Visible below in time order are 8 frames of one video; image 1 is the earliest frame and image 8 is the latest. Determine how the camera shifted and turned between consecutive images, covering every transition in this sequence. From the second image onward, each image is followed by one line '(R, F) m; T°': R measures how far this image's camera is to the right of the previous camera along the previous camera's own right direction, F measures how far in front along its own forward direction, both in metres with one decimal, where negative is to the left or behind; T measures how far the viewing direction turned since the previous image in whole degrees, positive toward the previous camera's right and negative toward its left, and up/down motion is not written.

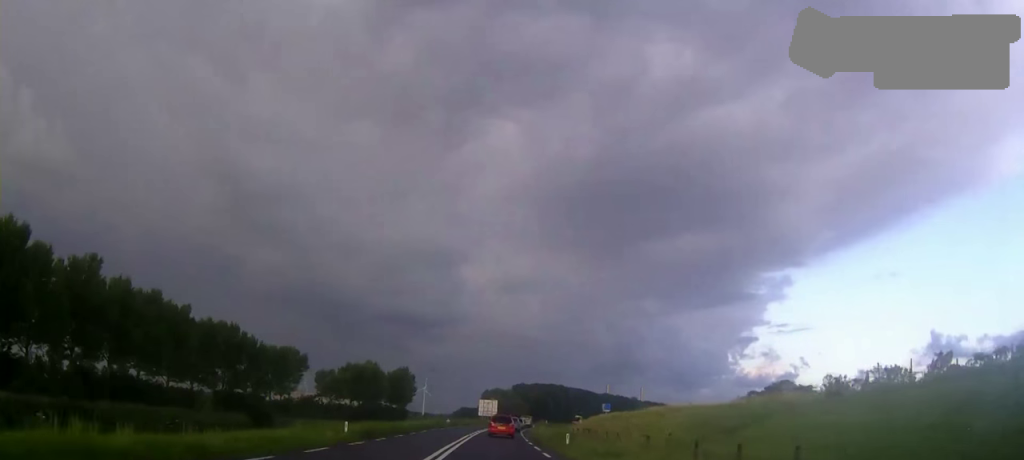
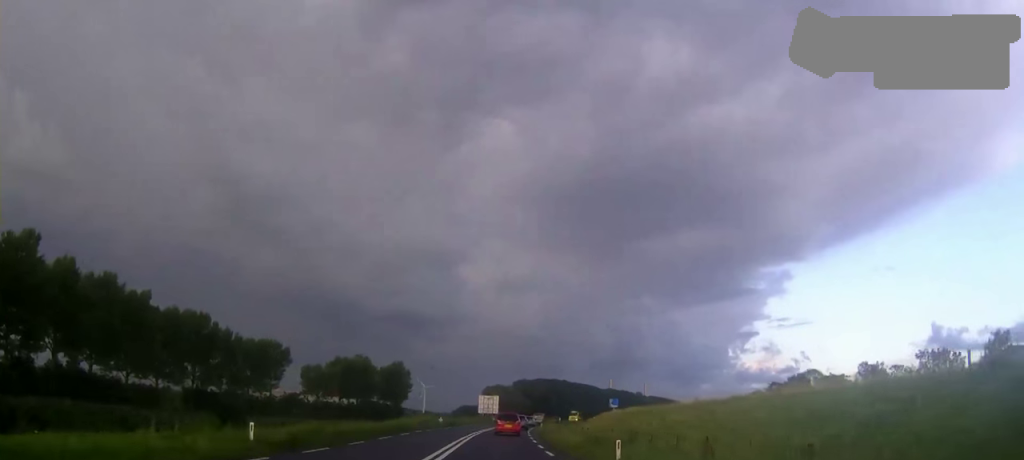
(-0.1, +12.5) m; 0°
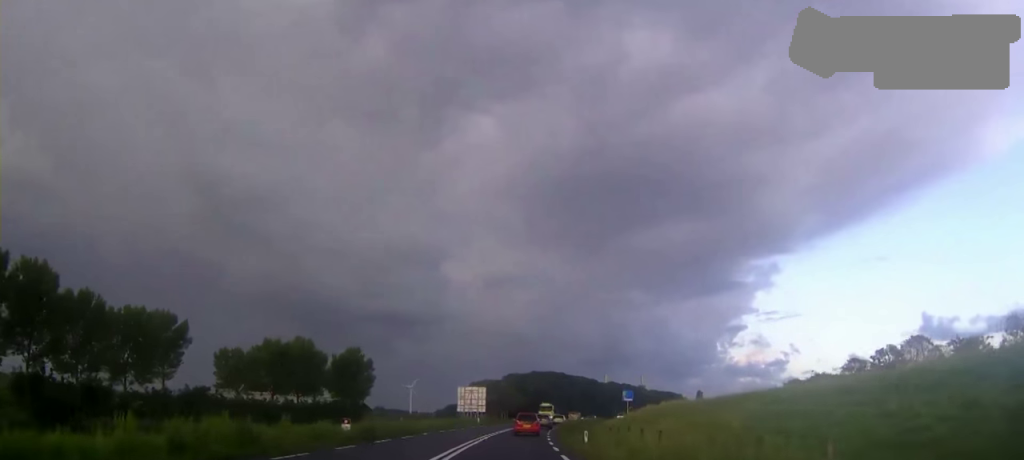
(+0.1, +40.1) m; +1°
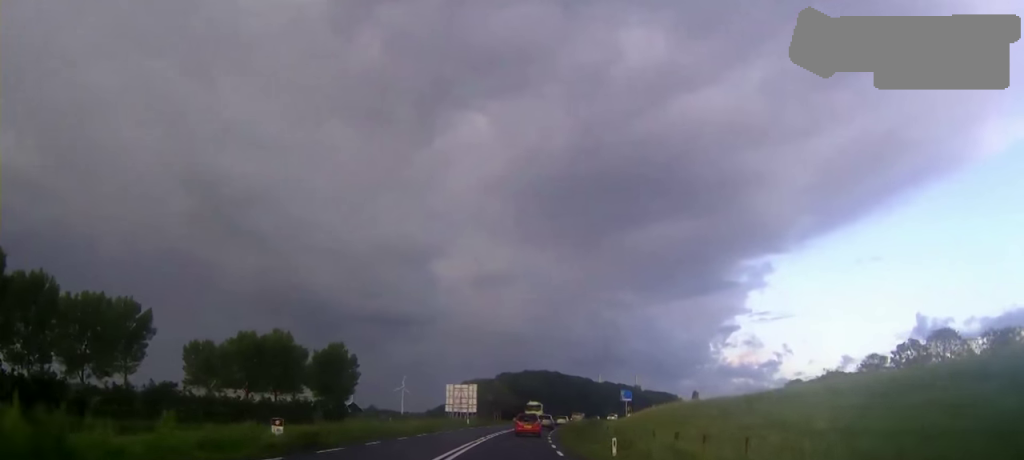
(0.0, +8.4) m; 0°
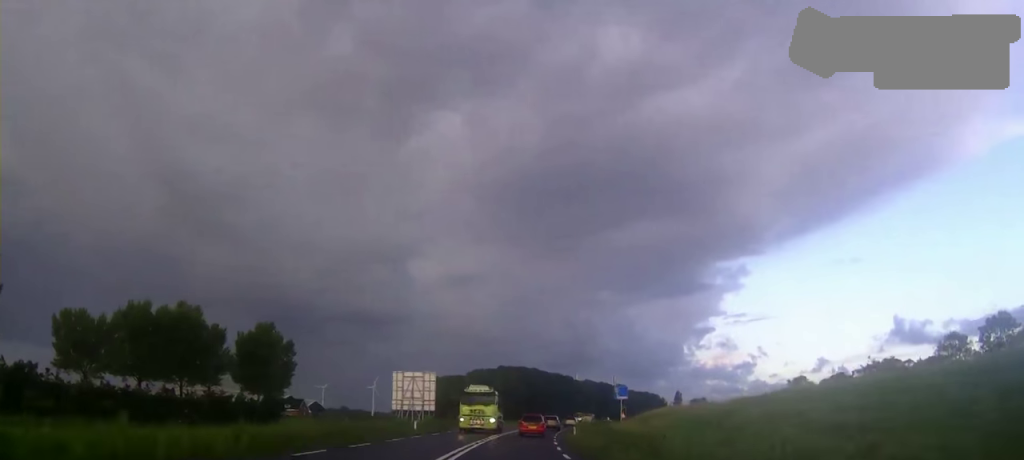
(+0.4, +26.1) m; +2°
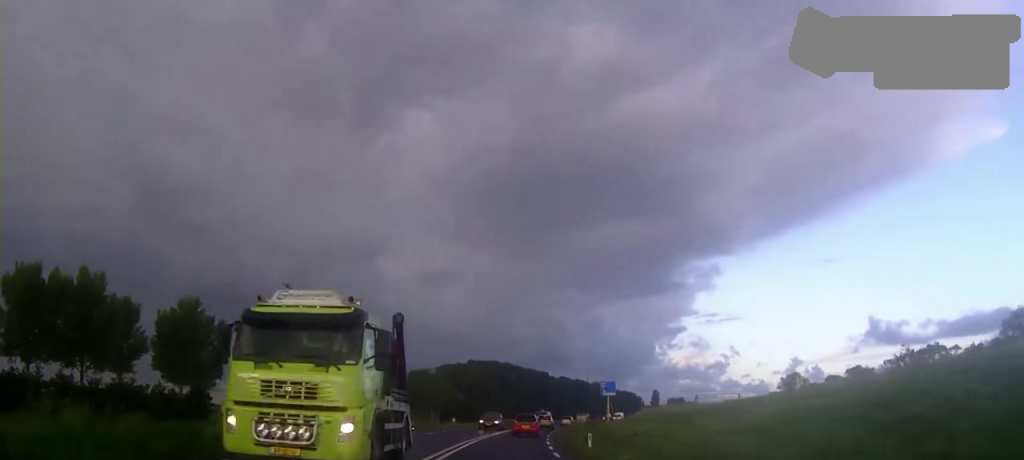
(+0.2, +17.8) m; +2°
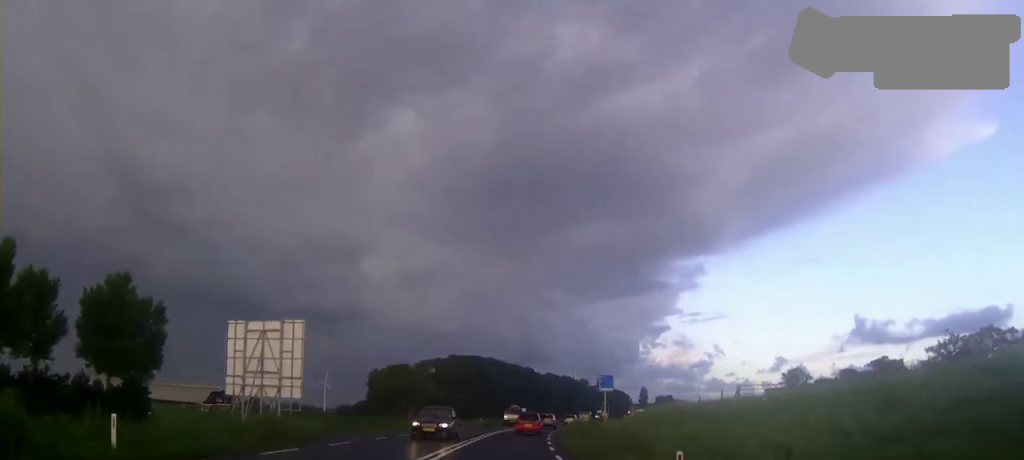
(+0.2, +14.5) m; +2°
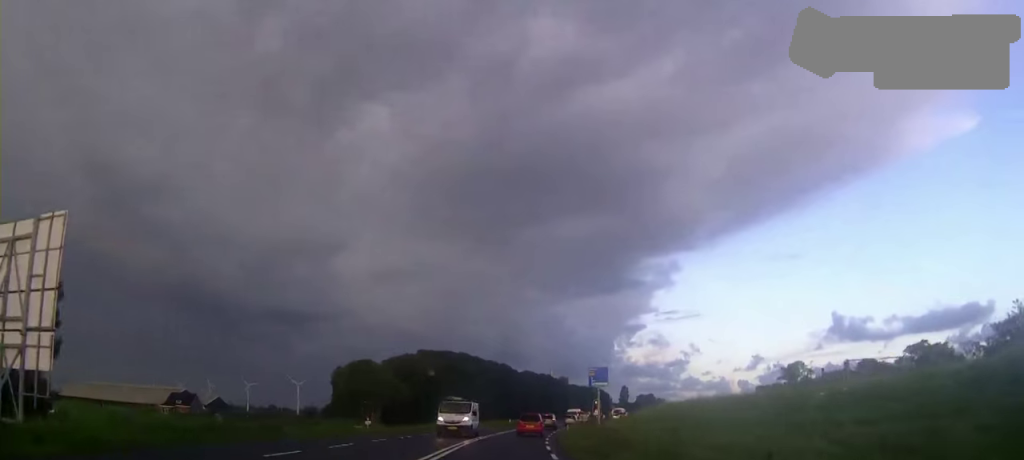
(+0.4, +17.9) m; +2°
